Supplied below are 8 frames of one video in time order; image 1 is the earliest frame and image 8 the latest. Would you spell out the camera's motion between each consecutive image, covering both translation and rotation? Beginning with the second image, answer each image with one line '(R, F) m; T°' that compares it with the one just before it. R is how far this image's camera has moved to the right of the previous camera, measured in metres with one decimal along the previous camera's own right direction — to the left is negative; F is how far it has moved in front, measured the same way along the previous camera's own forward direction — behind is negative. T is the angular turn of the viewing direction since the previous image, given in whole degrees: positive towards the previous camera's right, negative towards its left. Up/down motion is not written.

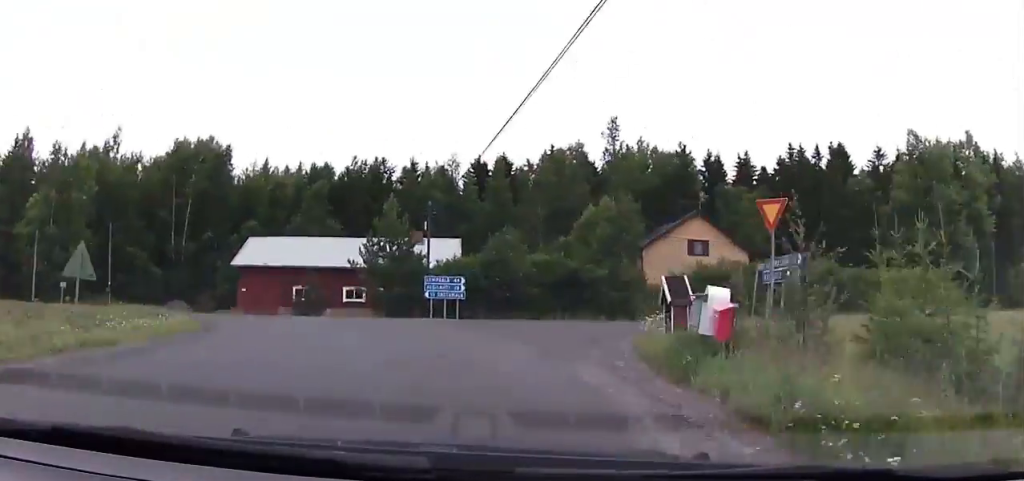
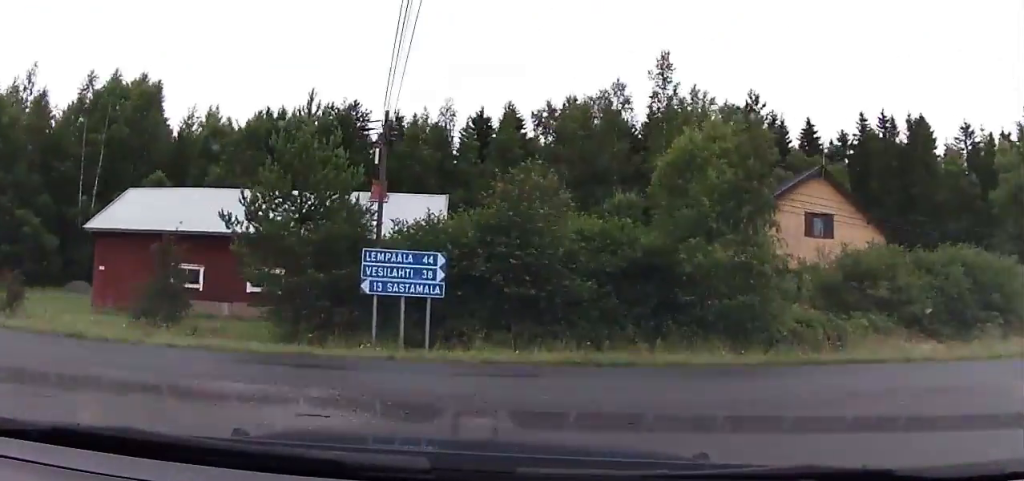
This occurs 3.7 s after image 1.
(+1.5, +31.4) m; -12°
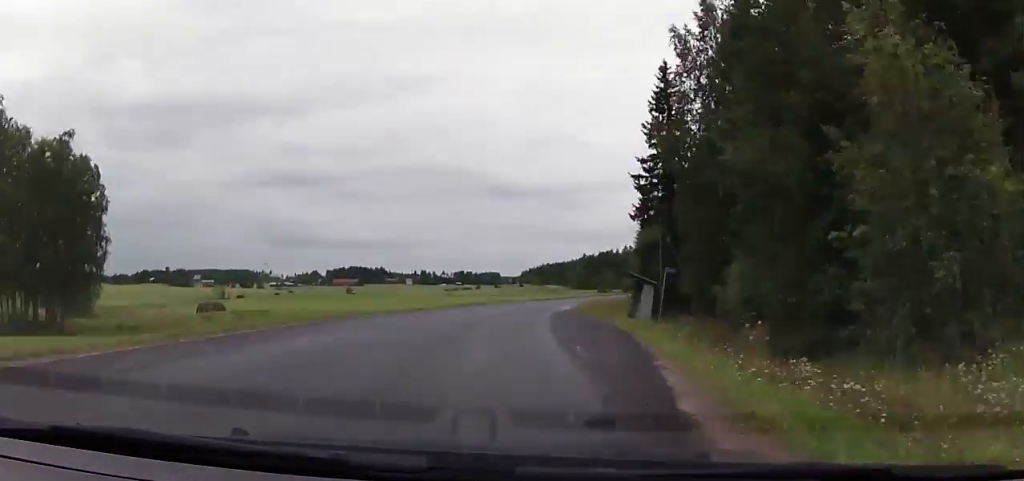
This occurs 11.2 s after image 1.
(-32.9, +75.2) m; -17°
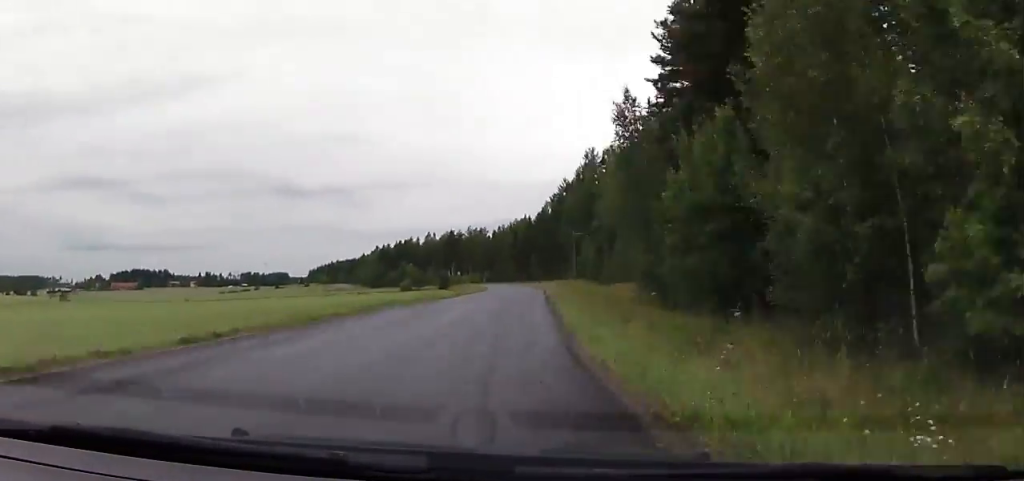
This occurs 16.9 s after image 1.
(+5.0, +76.7) m; -4°
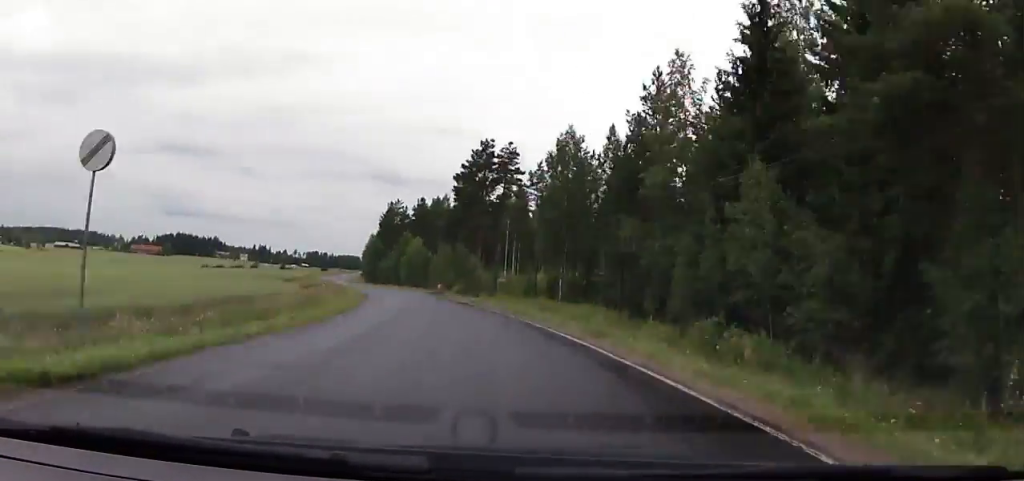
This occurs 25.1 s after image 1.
(-6.7, +124.5) m; -6°
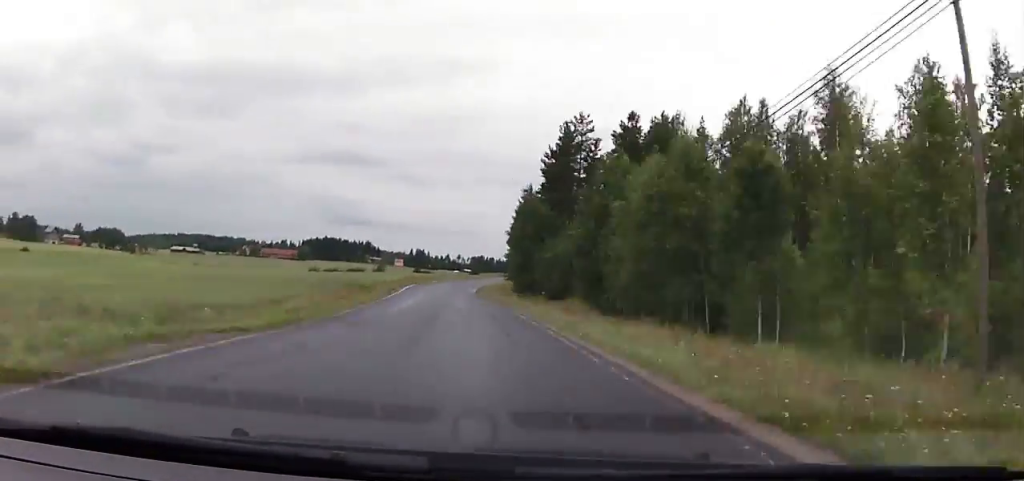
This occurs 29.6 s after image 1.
(-6.0, +74.2) m; -4°
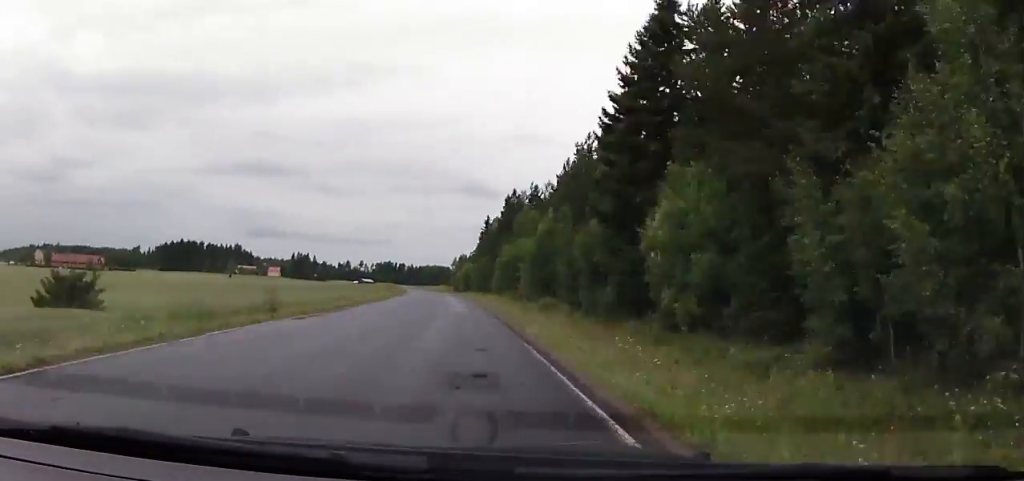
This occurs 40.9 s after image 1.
(-1.9, +203.4) m; -2°
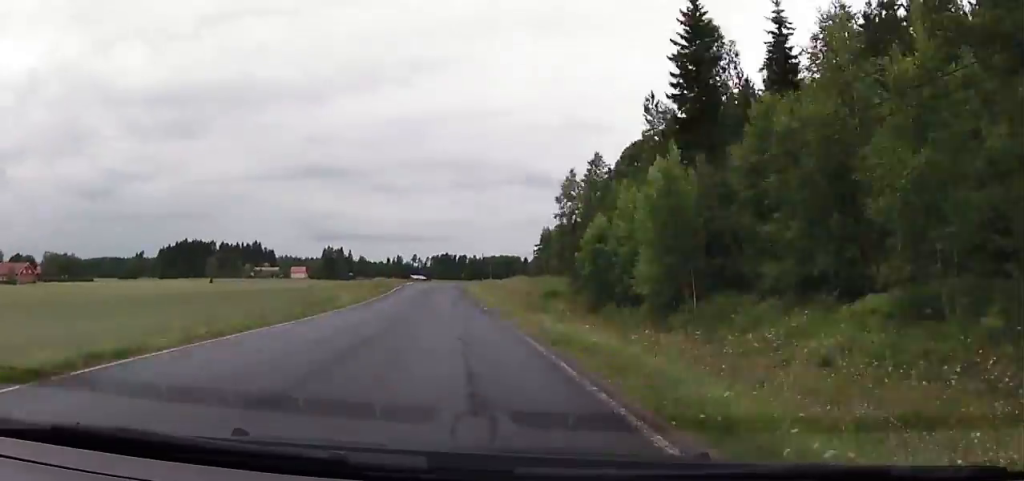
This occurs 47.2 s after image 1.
(-6.2, +117.4) m; 0°
